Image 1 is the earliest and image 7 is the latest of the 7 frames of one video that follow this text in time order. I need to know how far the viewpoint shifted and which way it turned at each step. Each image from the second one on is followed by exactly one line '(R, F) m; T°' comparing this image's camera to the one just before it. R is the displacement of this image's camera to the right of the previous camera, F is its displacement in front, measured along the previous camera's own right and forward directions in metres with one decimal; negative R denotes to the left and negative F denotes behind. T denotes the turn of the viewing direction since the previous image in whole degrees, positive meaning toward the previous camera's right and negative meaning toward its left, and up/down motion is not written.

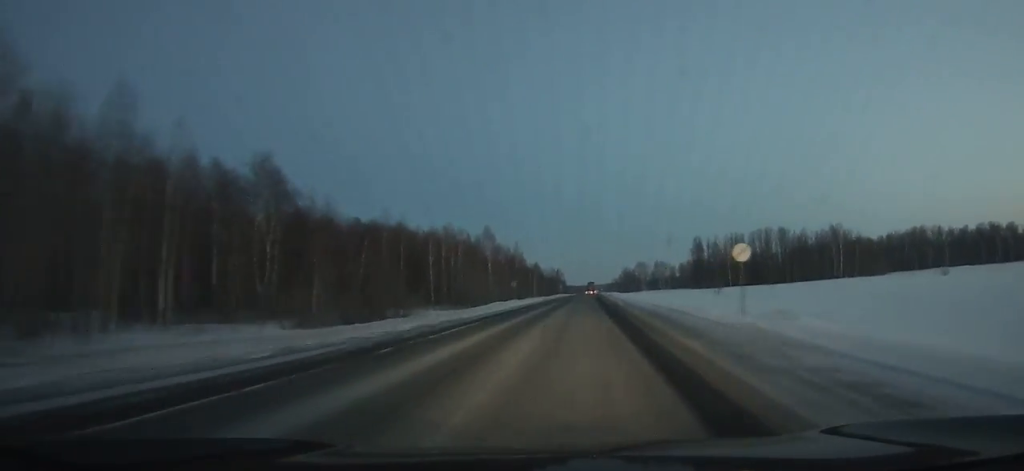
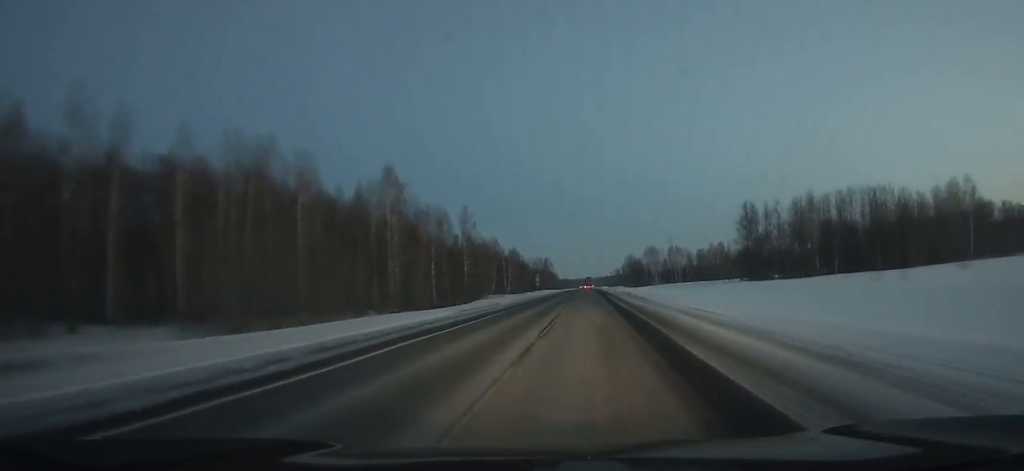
(+2.6, +73.7) m; +3°
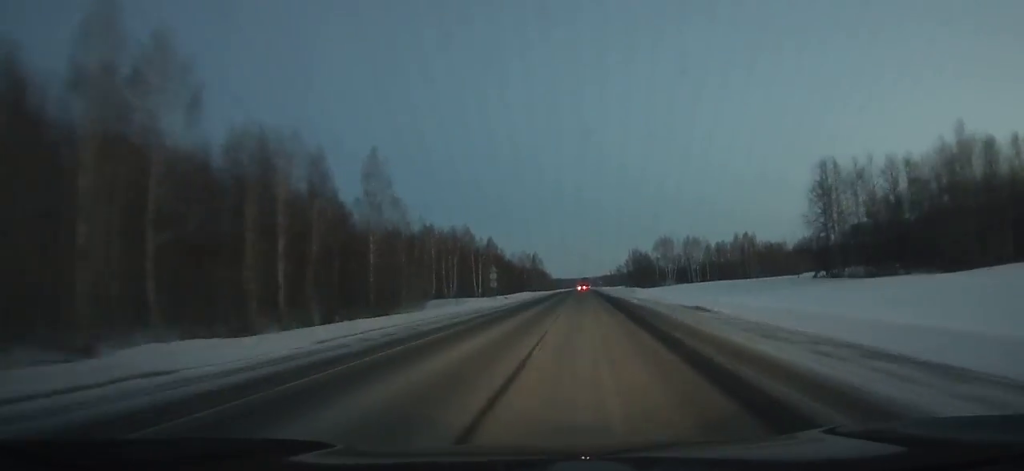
(+0.5, +48.8) m; +1°
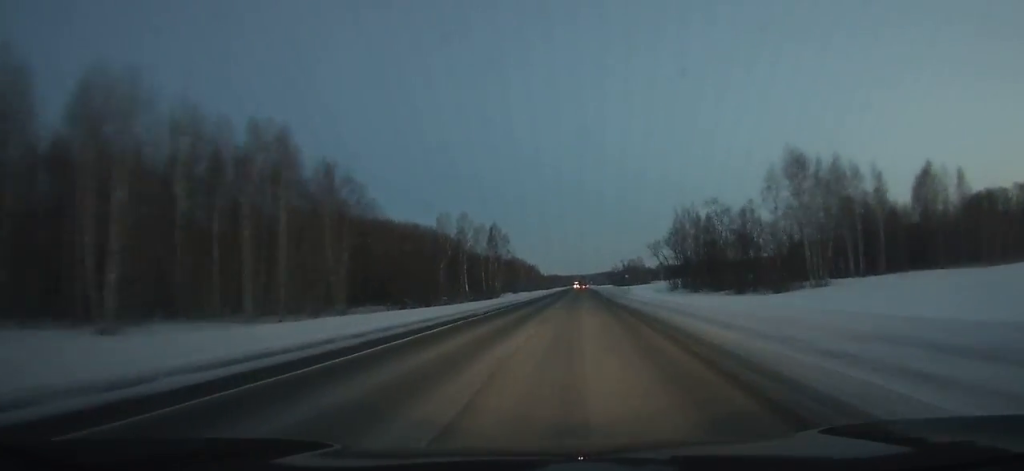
(+0.5, +116.9) m; 0°
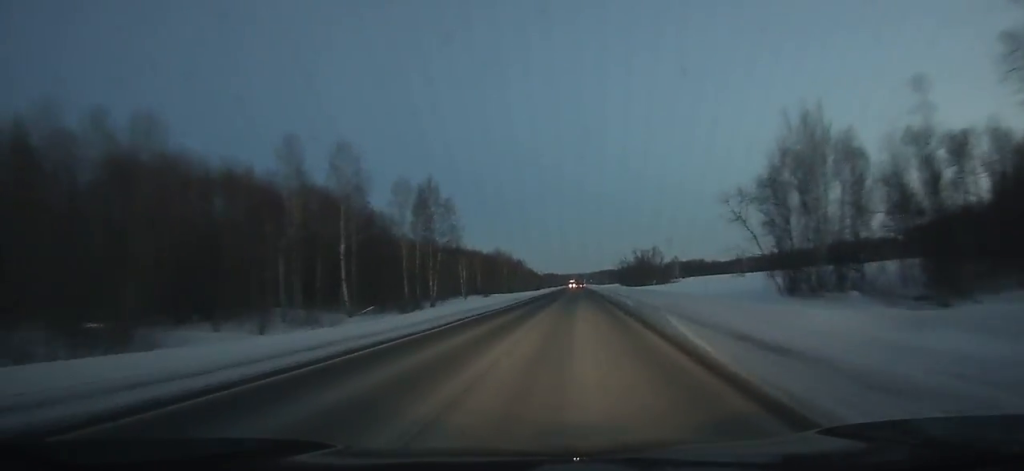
(0.0, +63.0) m; 0°
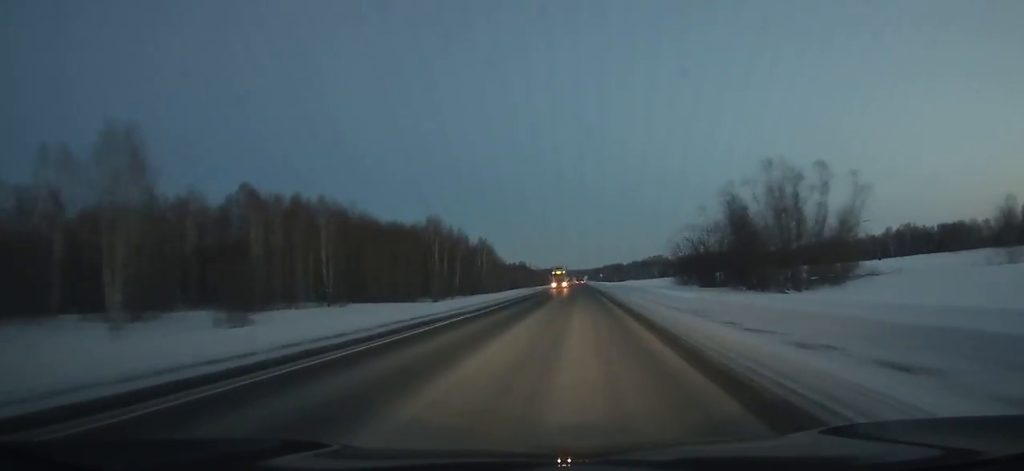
(+0.2, +119.0) m; 0°
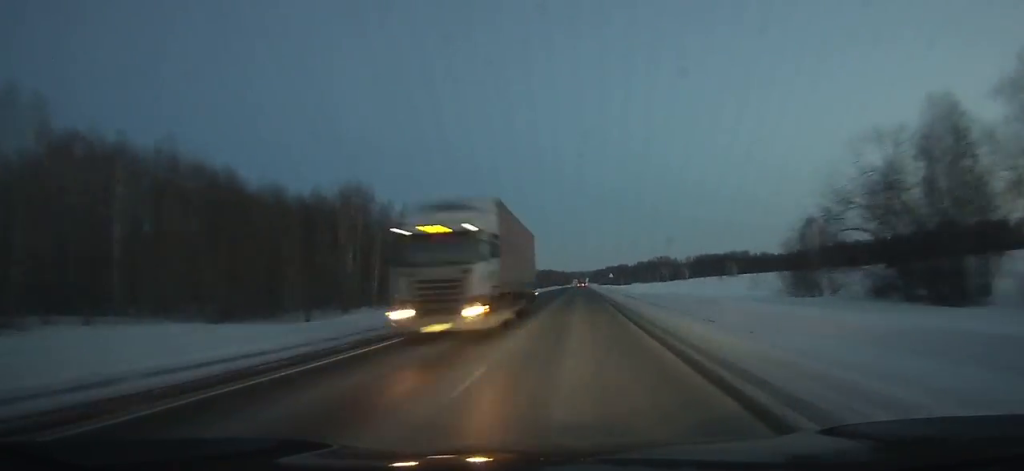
(0.0, +49.6) m; 0°
